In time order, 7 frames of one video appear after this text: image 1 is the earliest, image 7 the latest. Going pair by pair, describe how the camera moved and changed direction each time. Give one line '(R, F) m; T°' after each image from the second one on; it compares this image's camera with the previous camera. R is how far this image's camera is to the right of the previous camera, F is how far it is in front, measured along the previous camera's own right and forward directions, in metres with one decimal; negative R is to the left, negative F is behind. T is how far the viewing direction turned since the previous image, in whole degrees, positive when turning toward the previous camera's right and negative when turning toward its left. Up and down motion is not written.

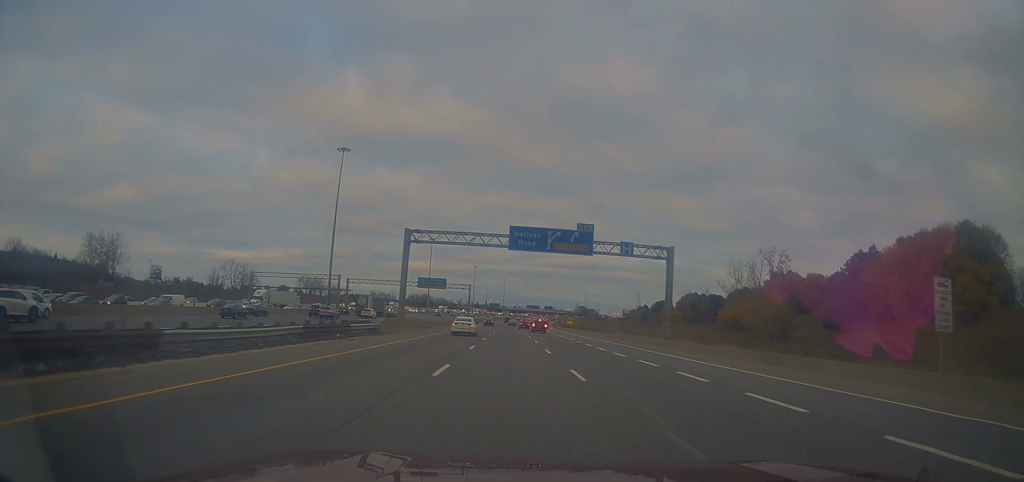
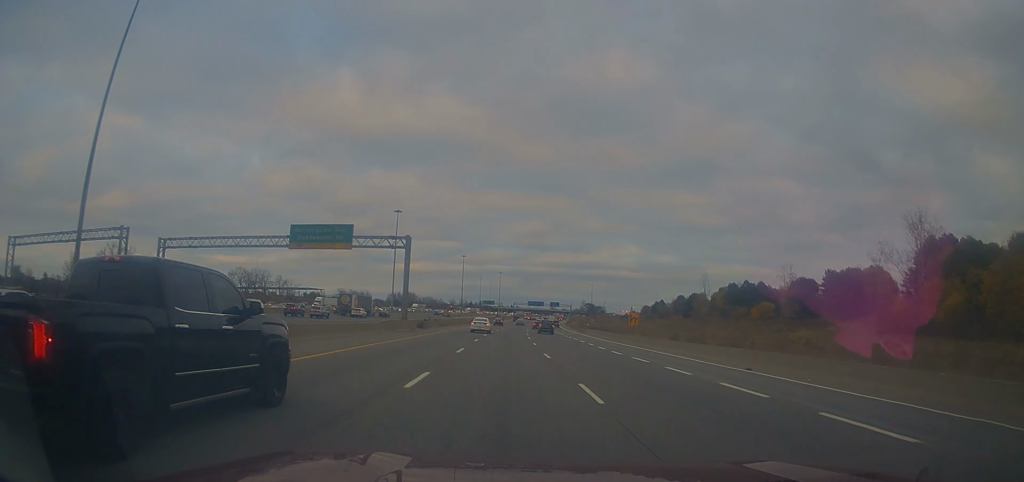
(+0.7, +76.7) m; +2°
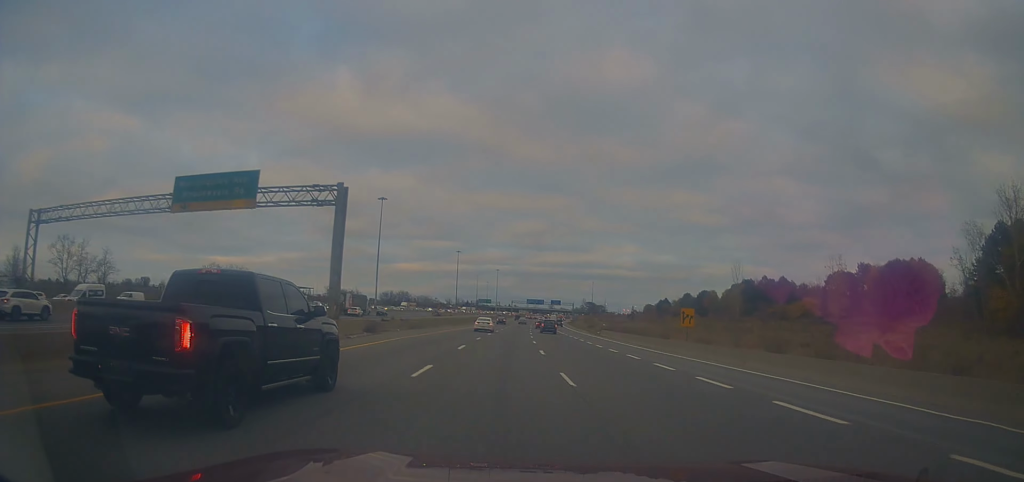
(-0.1, +21.5) m; 0°
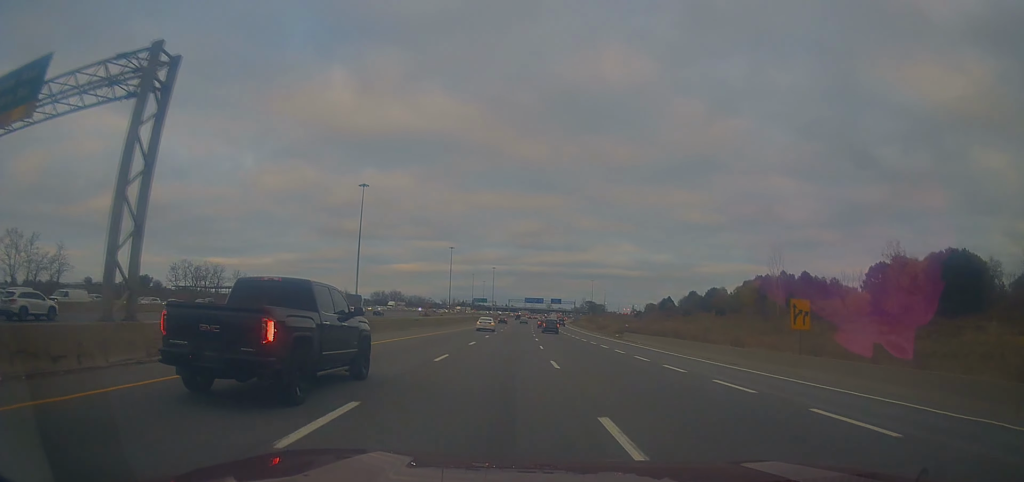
(+0.1, +19.4) m; +1°
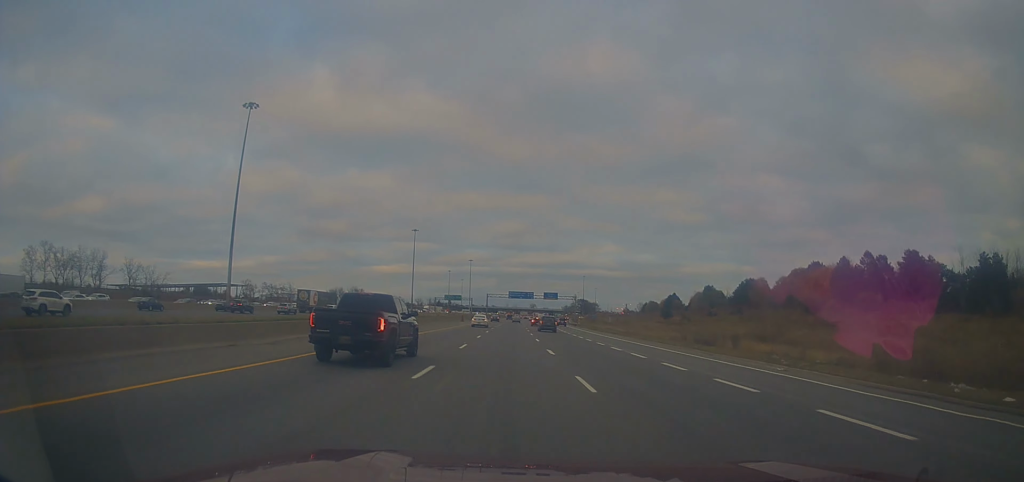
(-0.3, +66.4) m; +1°
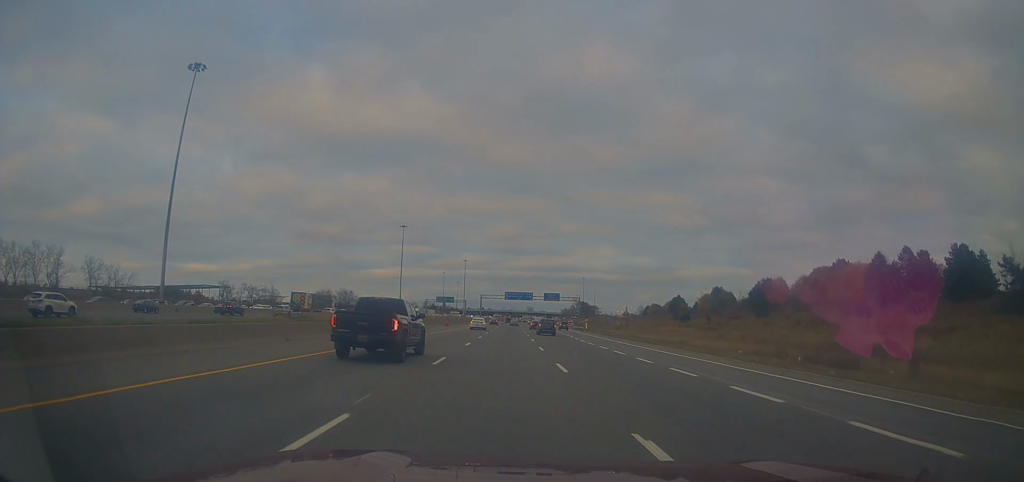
(+0.6, +19.4) m; +1°
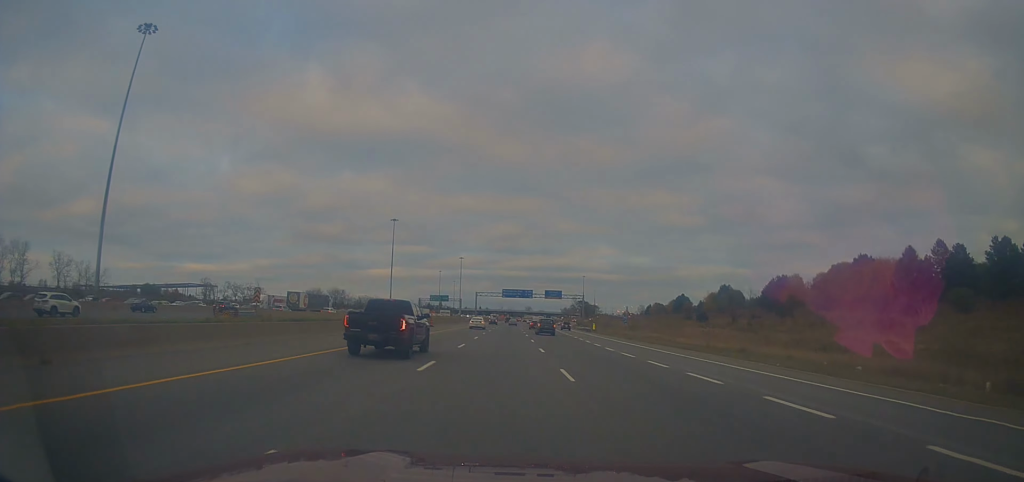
(+0.2, +14.3) m; 0°
